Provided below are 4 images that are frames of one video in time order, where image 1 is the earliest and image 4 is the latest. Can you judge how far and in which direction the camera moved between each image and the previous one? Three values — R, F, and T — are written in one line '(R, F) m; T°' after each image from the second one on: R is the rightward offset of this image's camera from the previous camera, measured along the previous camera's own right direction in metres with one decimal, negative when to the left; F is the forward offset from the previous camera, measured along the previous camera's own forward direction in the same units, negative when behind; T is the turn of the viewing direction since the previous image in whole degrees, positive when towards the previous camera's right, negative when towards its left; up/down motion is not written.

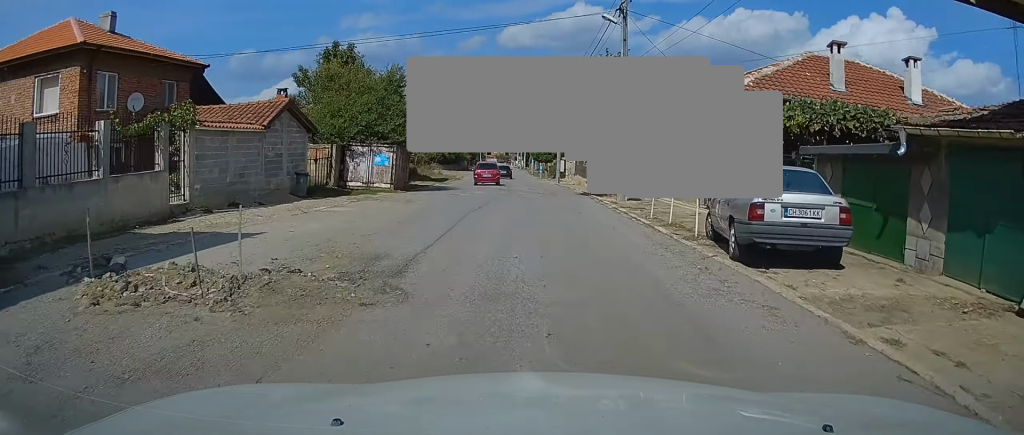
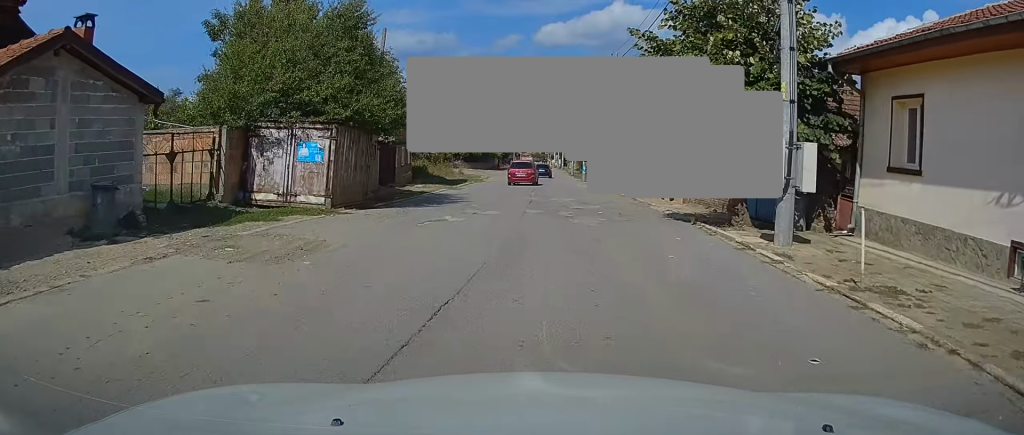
(-0.2, +13.5) m; -2°
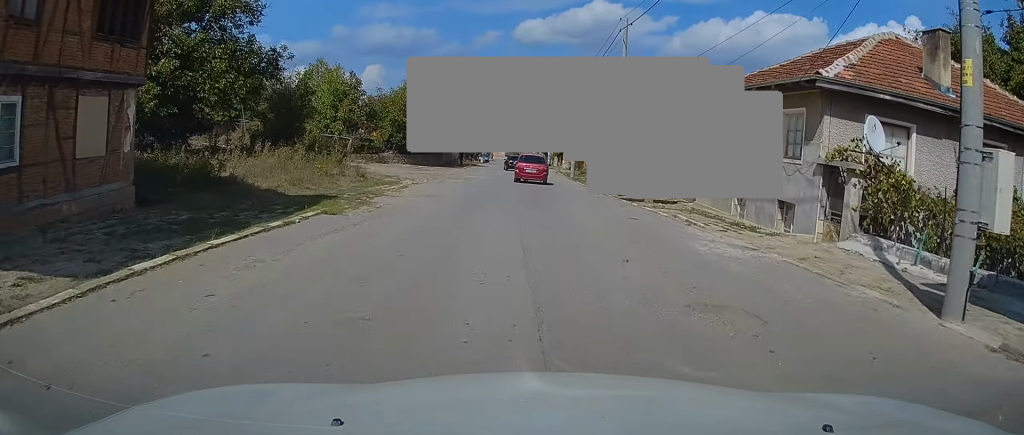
(-0.2, +31.8) m; +1°
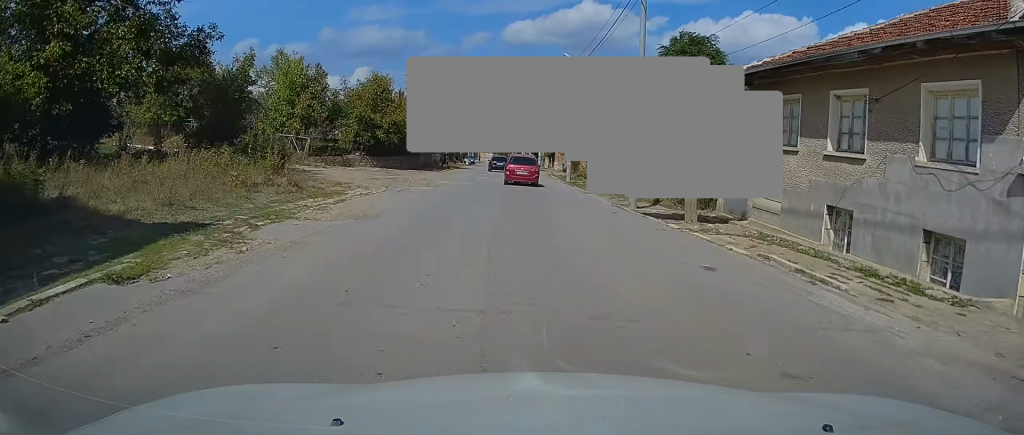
(+0.2, +7.3) m; +2°
